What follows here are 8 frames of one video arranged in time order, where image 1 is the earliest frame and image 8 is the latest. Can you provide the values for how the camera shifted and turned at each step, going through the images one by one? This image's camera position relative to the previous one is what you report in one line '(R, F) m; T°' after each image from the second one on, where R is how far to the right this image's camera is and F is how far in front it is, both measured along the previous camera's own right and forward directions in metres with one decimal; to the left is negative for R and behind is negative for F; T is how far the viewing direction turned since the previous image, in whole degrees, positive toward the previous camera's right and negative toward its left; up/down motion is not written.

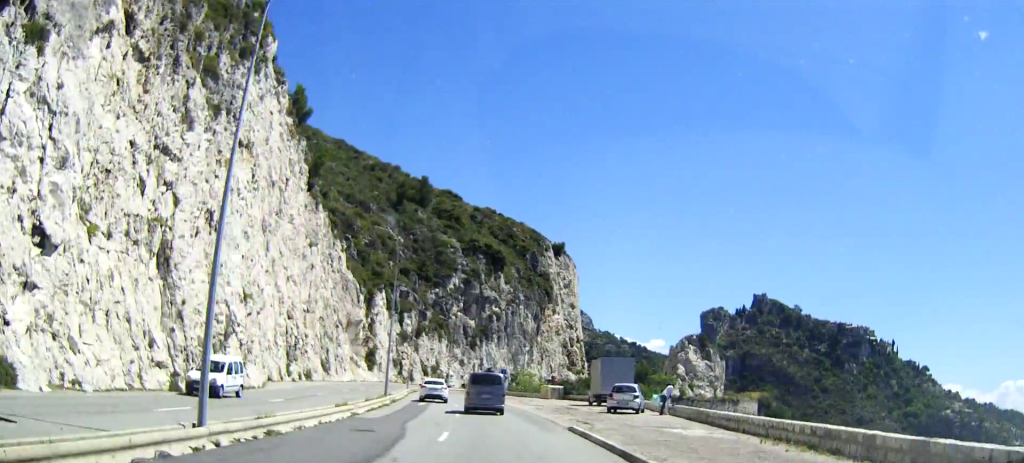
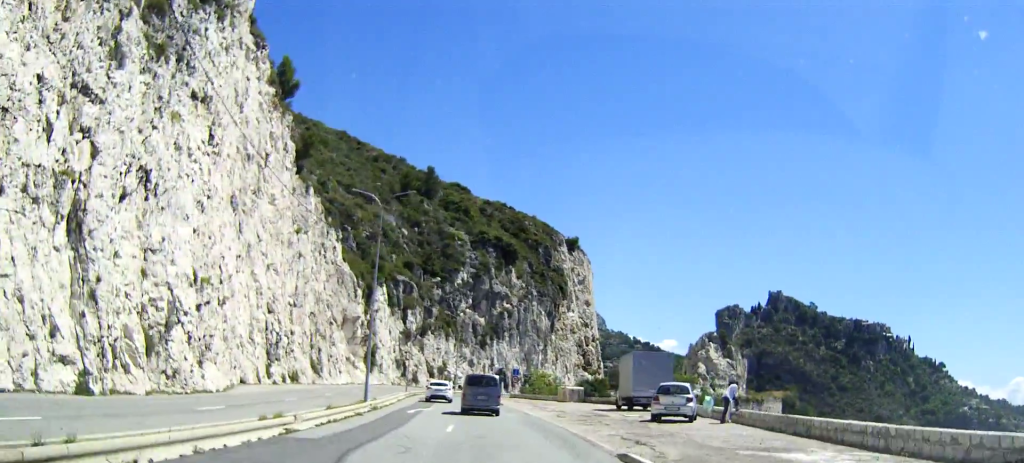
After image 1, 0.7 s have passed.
(0.0, +9.0) m; -1°
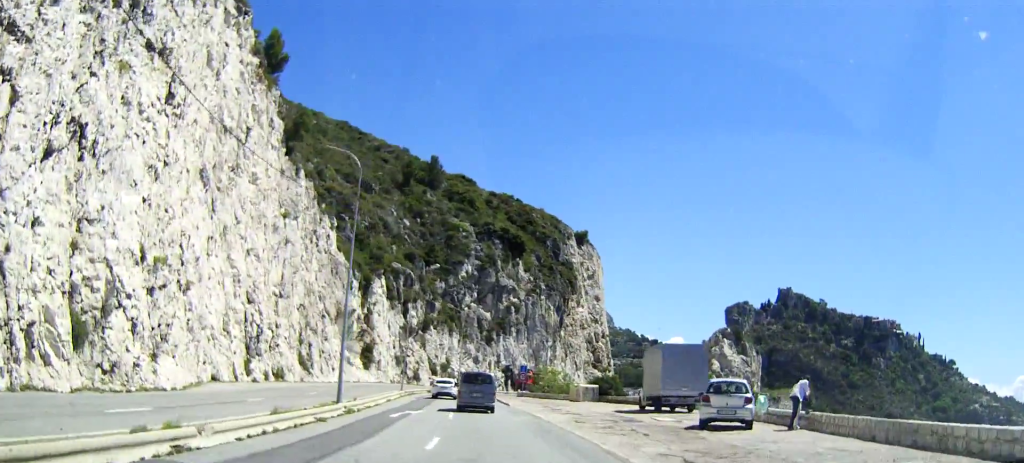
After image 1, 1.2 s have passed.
(-0.1, +6.5) m; -1°
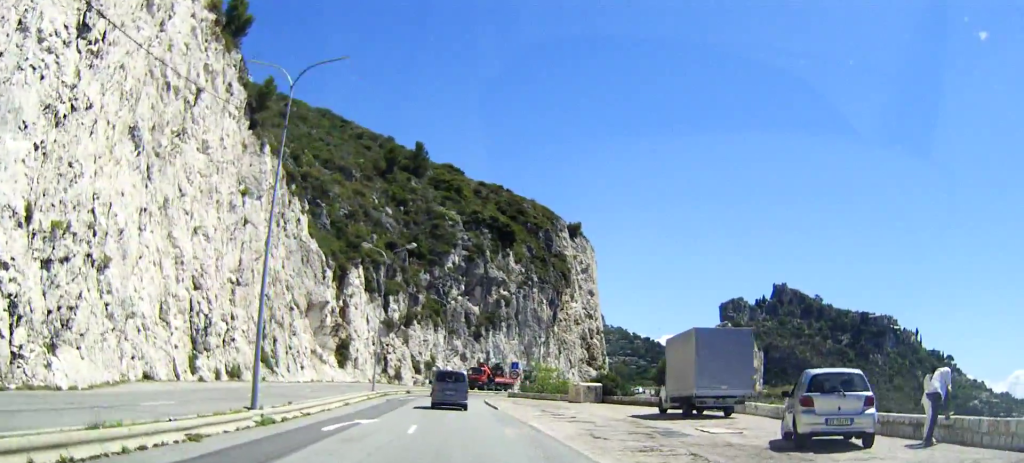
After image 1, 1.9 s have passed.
(0.0, +8.4) m; 0°
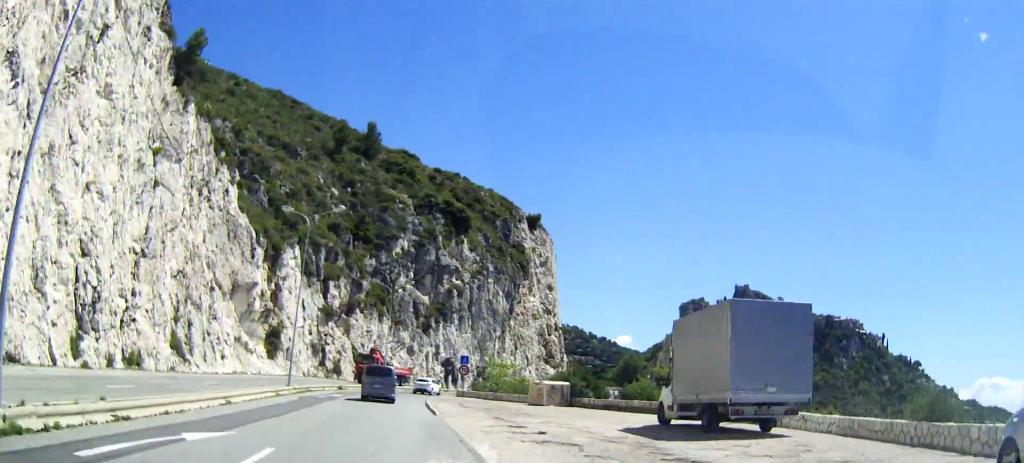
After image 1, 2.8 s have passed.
(0.0, +10.1) m; +1°
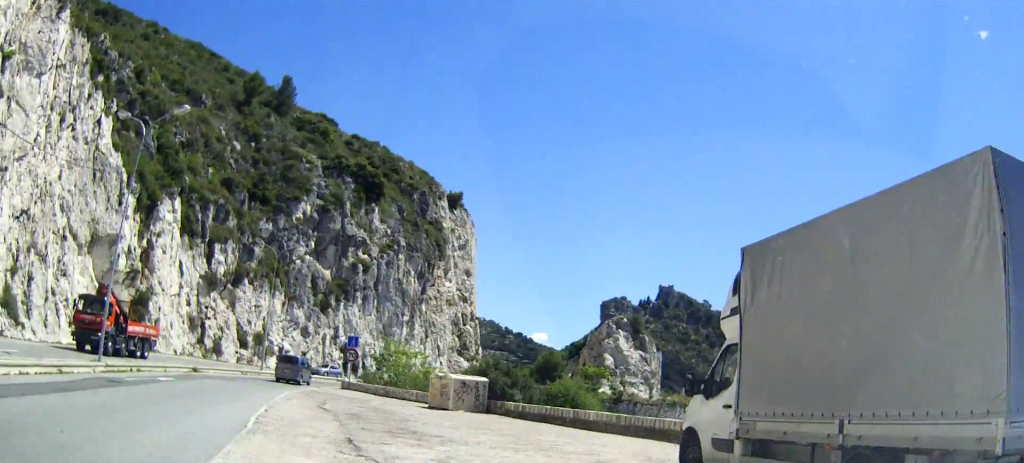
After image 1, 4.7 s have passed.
(+0.6, +14.8) m; +8°
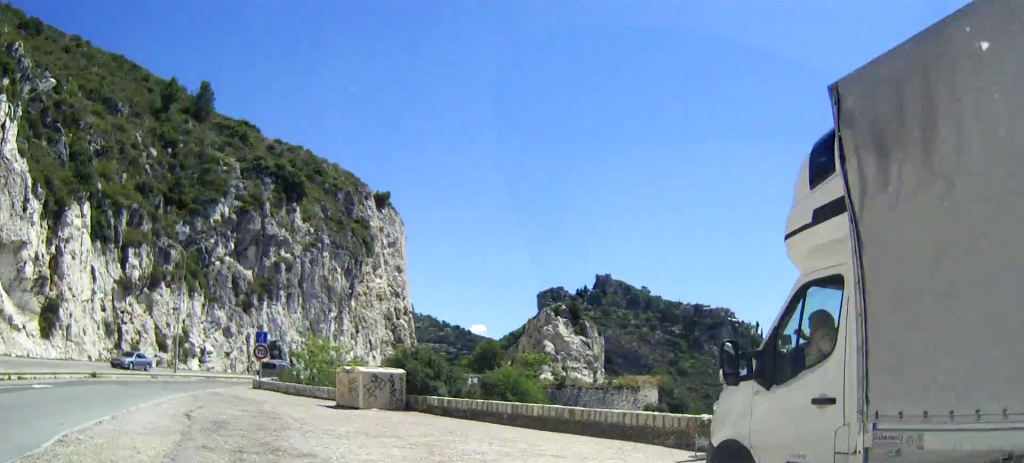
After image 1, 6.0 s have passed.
(+0.4, +6.3) m; +4°
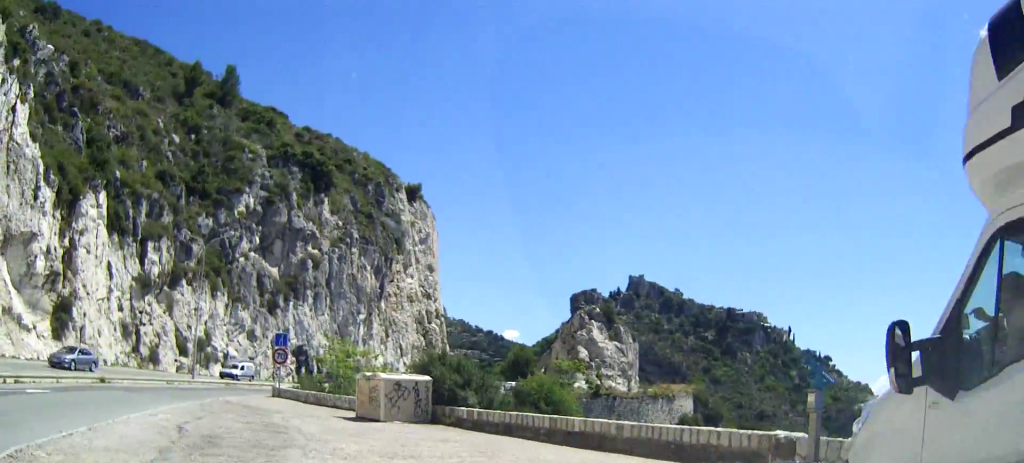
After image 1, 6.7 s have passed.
(0.0, +2.4) m; -1°
